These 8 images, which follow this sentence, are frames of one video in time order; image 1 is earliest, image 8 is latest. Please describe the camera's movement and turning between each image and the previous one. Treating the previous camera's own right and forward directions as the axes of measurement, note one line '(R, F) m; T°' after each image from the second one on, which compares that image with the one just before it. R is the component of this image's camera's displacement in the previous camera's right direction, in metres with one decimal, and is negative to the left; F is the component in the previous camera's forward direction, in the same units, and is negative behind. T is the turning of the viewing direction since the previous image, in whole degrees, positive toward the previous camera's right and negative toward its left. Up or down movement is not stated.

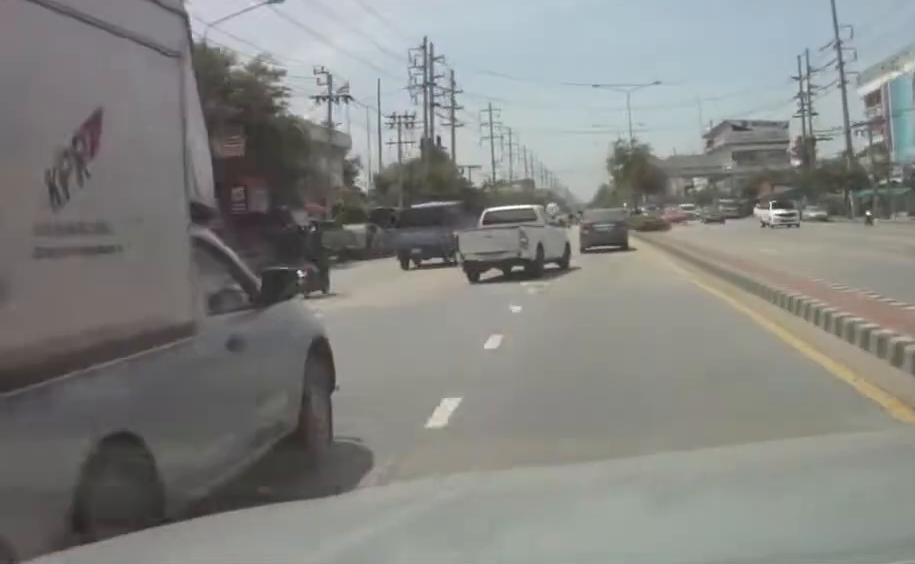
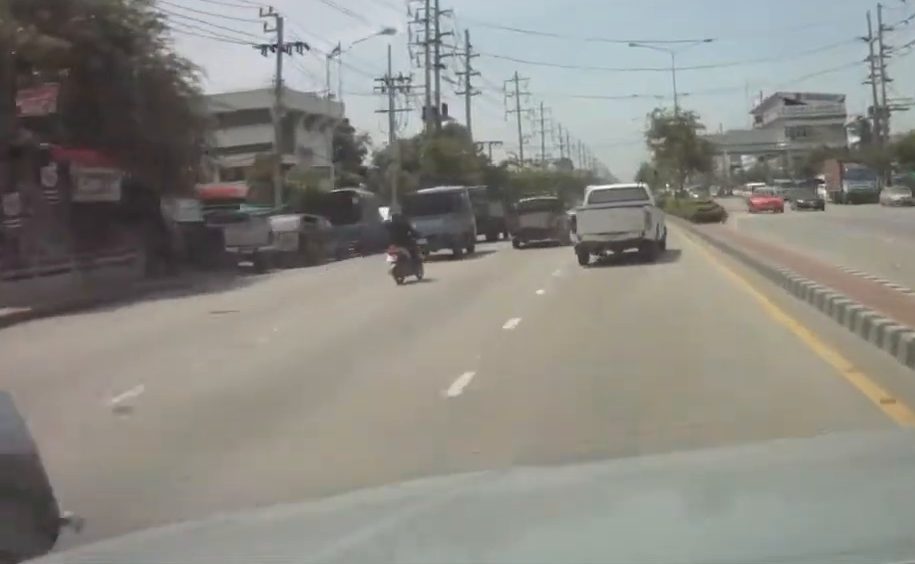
(-0.3, +15.6) m; -1°
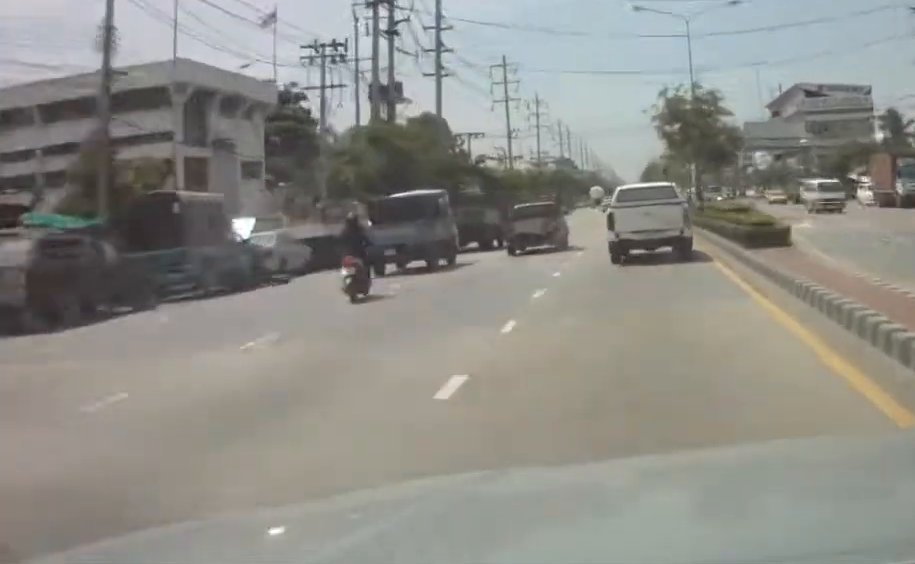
(-0.1, +16.4) m; -1°
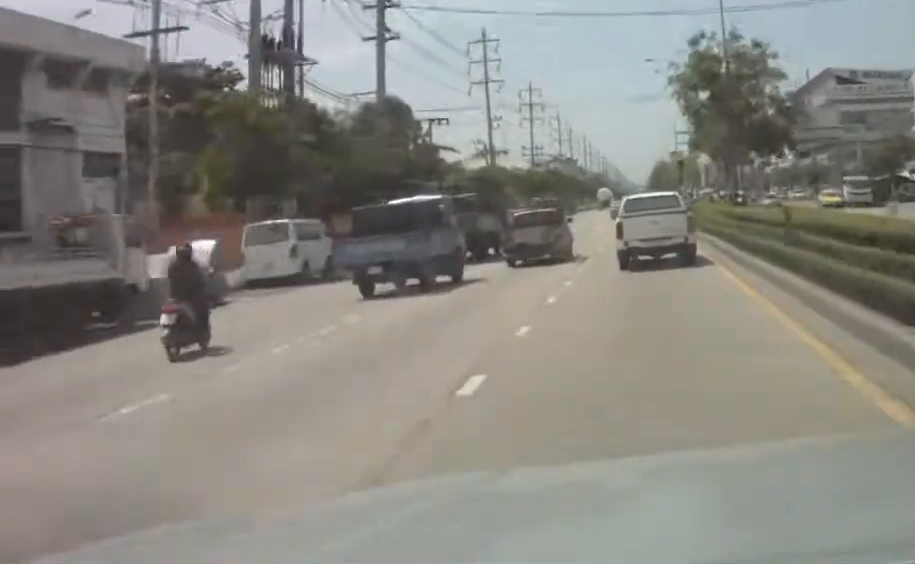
(-0.1, +19.4) m; 0°
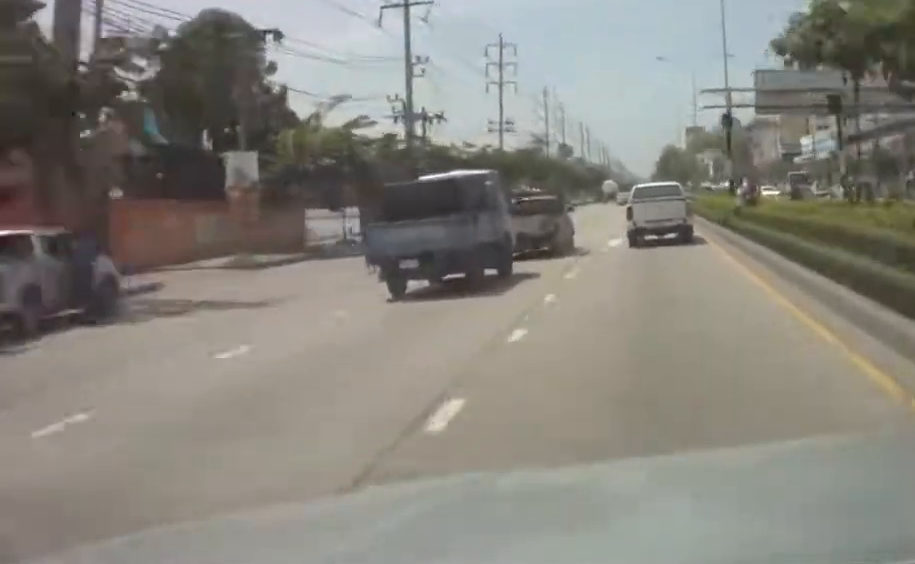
(-0.1, +34.6) m; 0°
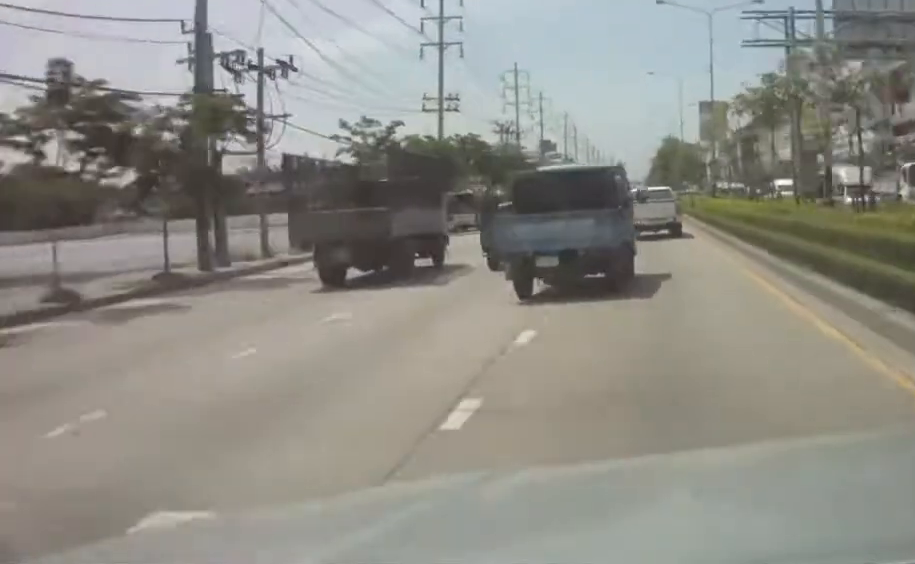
(+0.1, +28.8) m; 0°
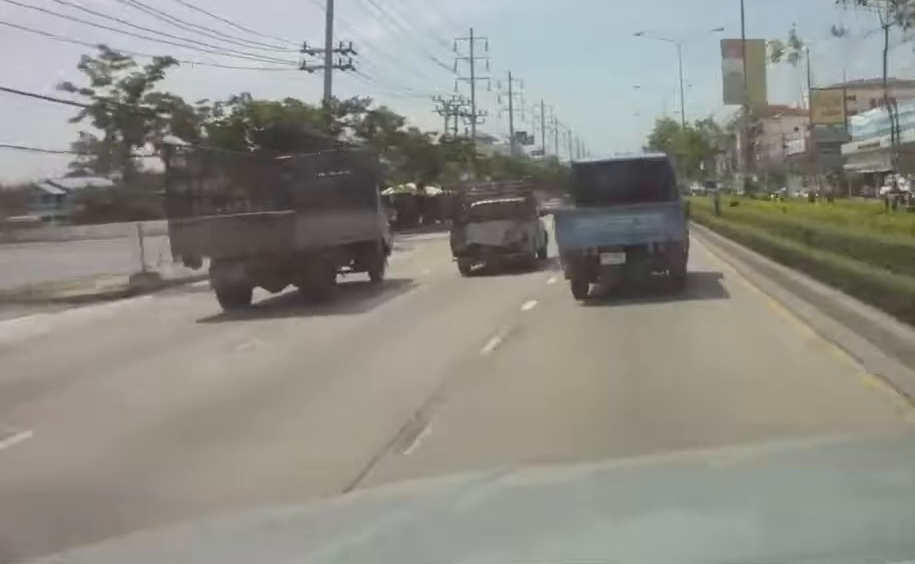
(+0.1, +24.6) m; 0°
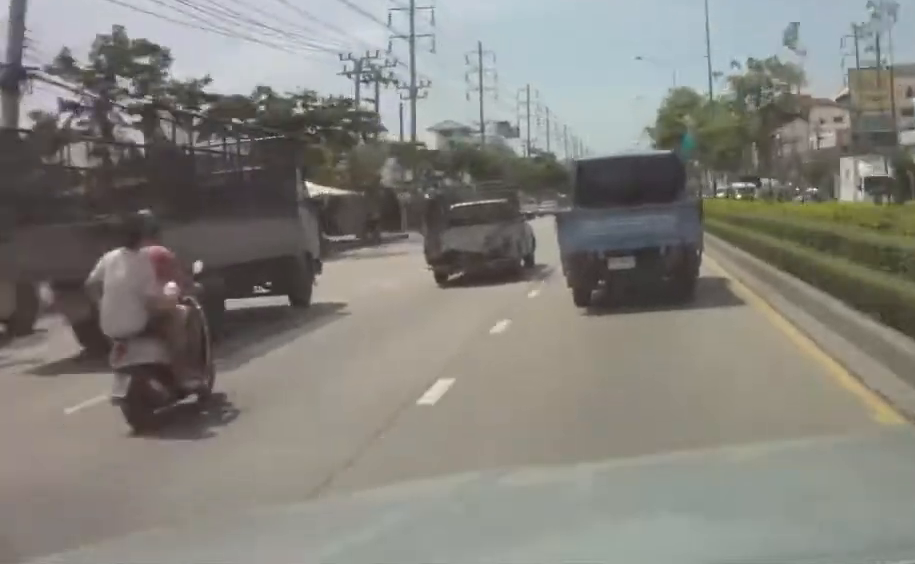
(+0.2, +26.4) m; 0°
